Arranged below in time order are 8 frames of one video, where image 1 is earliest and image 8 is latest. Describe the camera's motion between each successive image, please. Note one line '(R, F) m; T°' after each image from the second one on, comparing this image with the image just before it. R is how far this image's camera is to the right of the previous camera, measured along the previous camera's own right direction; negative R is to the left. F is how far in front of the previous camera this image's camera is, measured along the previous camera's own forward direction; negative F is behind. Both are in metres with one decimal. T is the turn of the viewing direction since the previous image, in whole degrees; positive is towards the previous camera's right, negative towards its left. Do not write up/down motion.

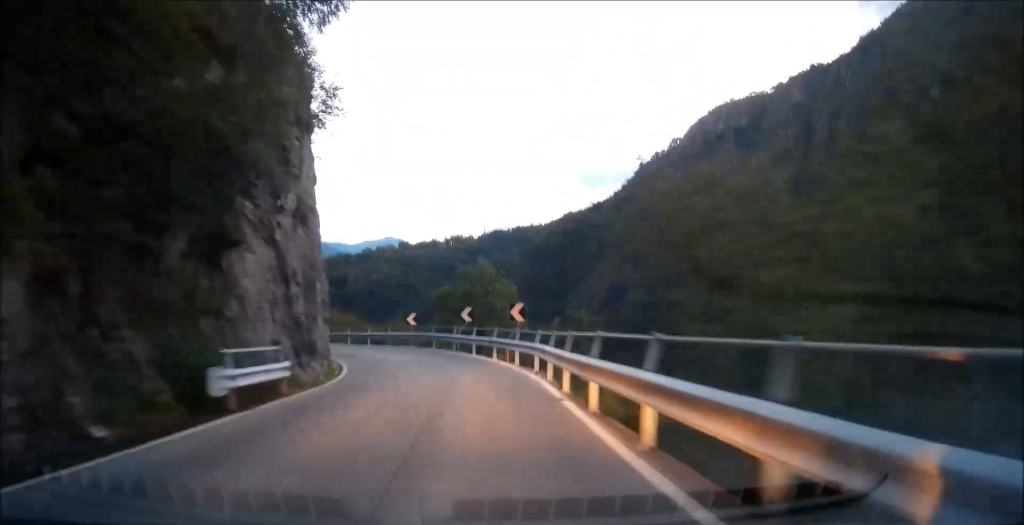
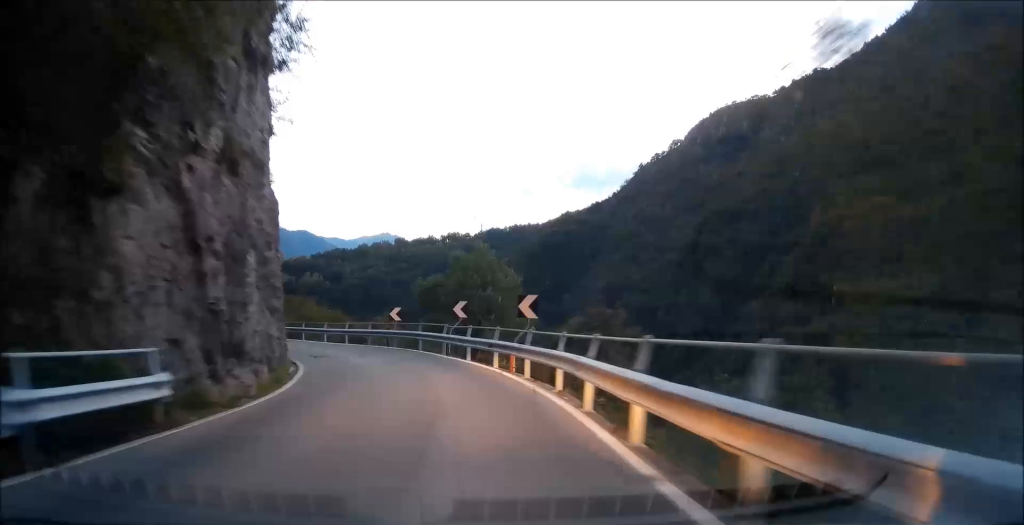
(+0.2, +5.8) m; 0°
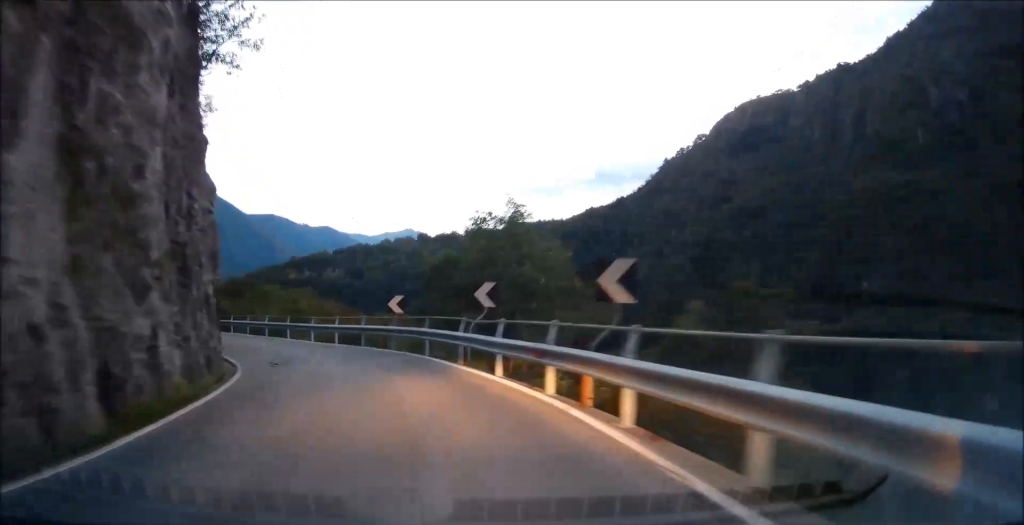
(-0.2, +8.3) m; -5°
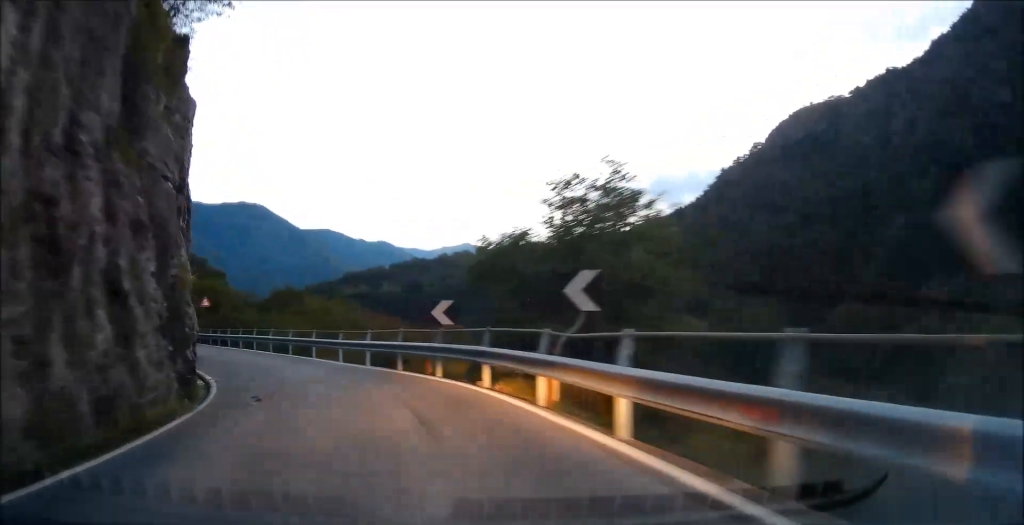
(-0.3, +6.2) m; -6°
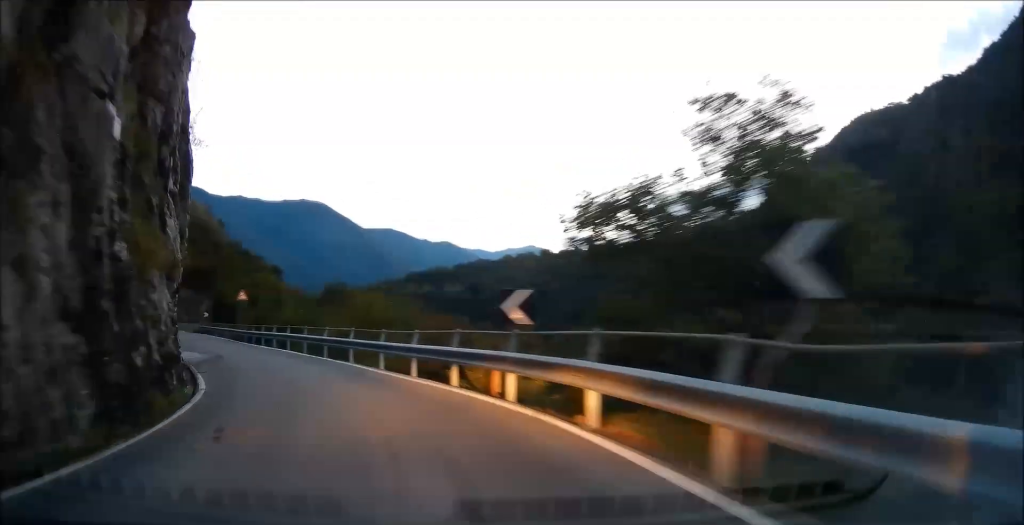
(0.0, +4.8) m; -5°
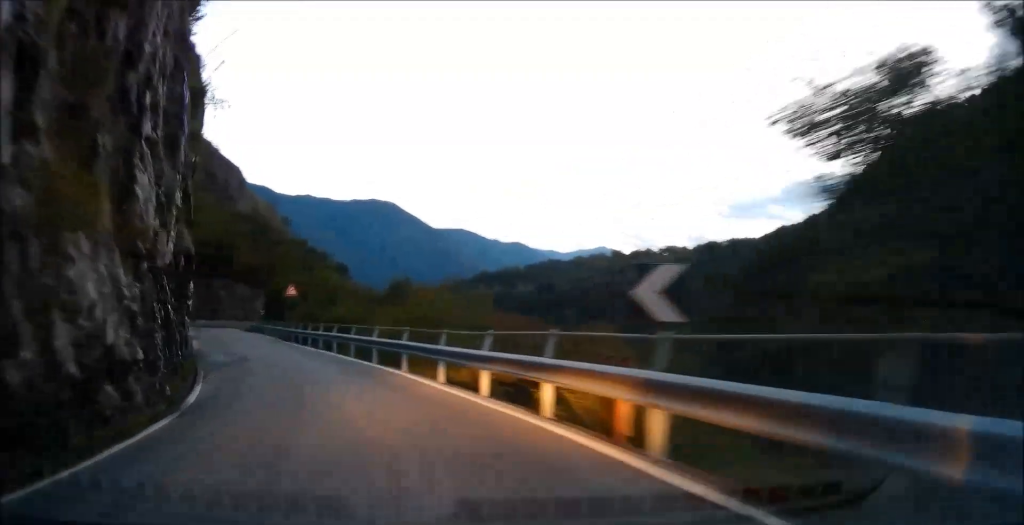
(-0.4, +4.5) m; -6°
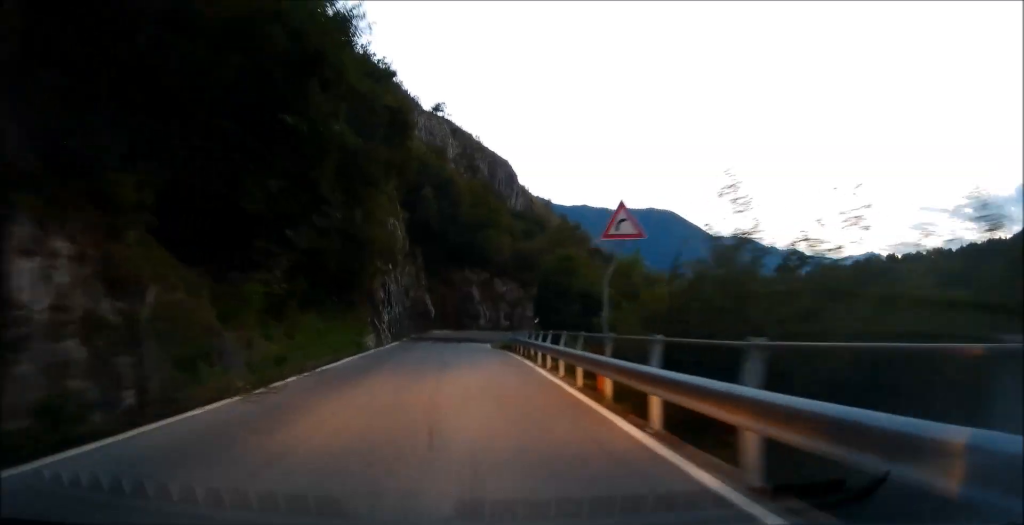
(-8.0, +28.9) m; -22°
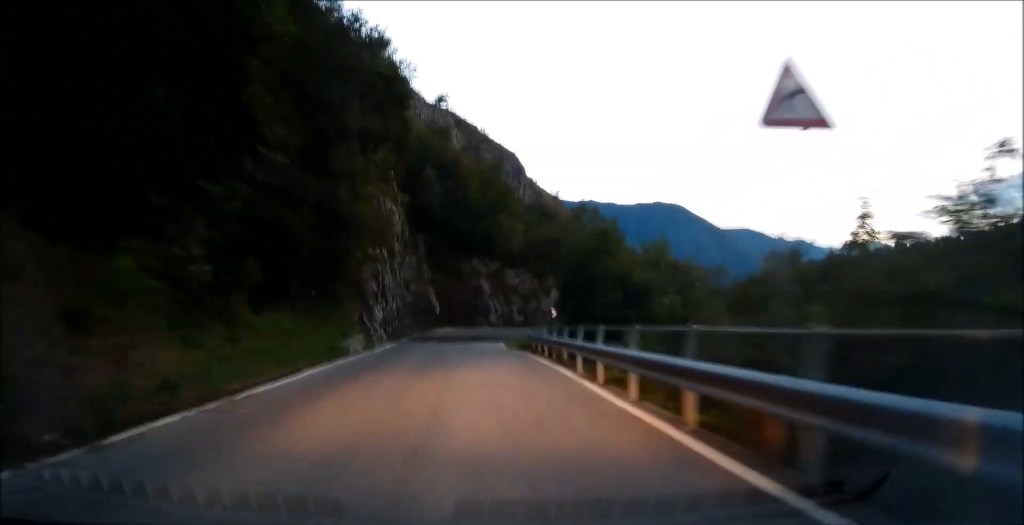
(0.0, +6.8) m; 0°
